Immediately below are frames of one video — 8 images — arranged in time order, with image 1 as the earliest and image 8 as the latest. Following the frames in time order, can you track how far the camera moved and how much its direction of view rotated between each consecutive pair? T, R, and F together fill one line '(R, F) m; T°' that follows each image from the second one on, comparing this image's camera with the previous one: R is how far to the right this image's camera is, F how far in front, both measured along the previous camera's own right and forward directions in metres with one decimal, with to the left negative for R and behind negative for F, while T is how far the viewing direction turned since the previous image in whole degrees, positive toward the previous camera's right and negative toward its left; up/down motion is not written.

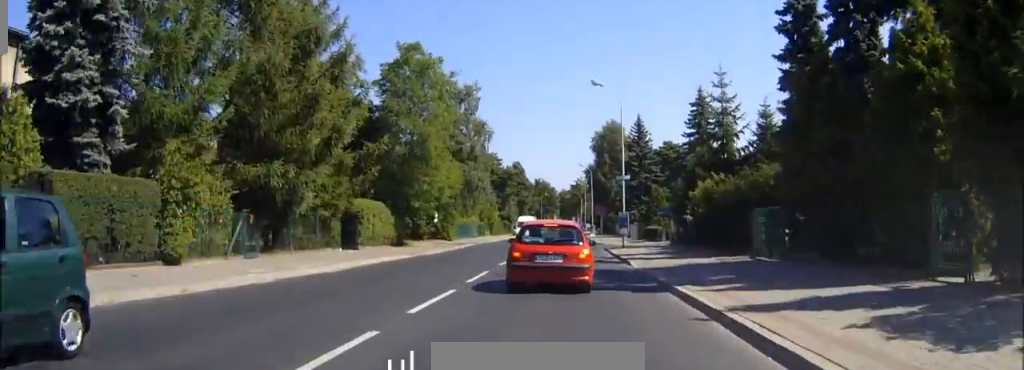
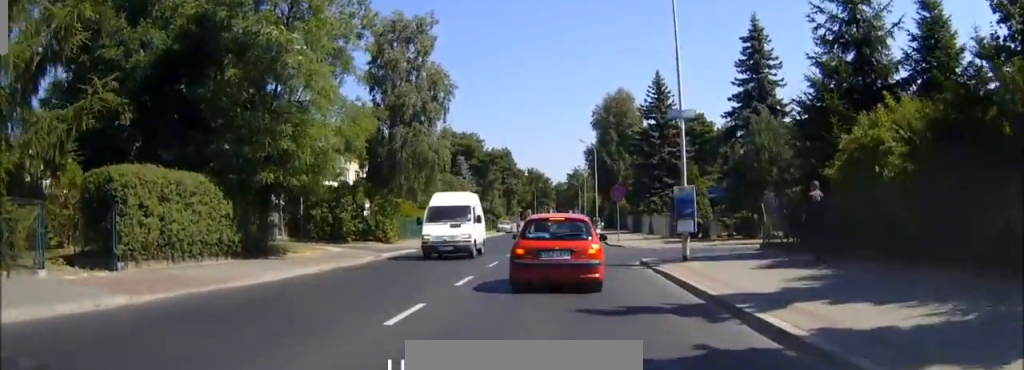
(+0.1, +21.7) m; 0°
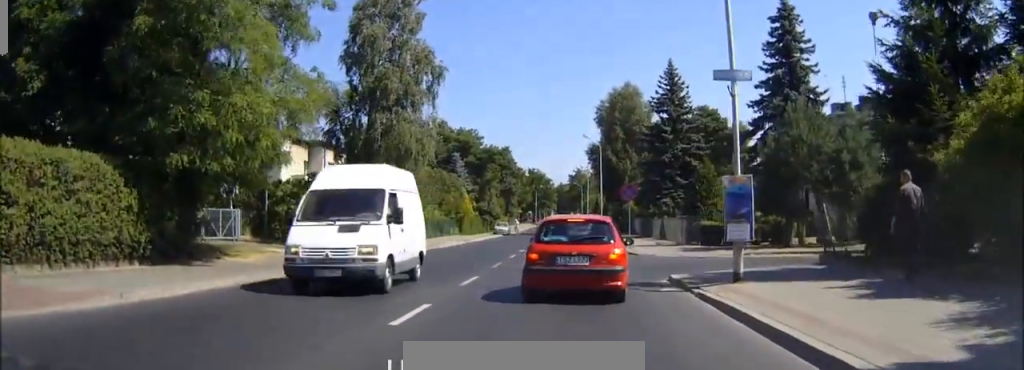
(0.0, +6.0) m; 0°
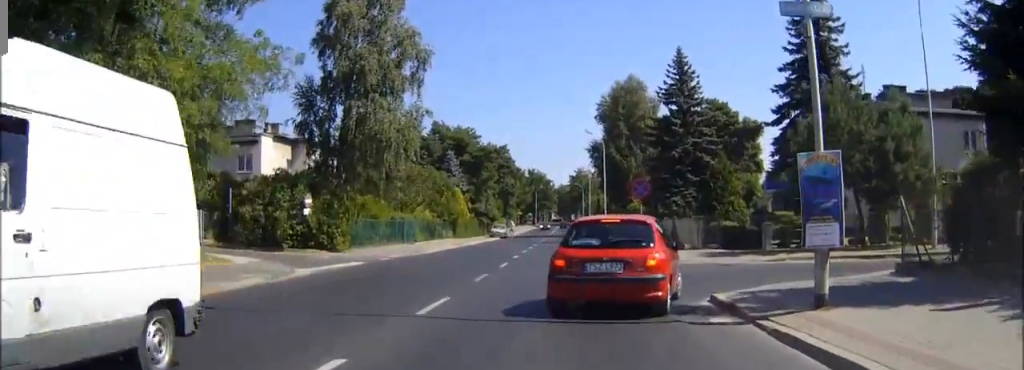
(0.0, +4.9) m; 0°
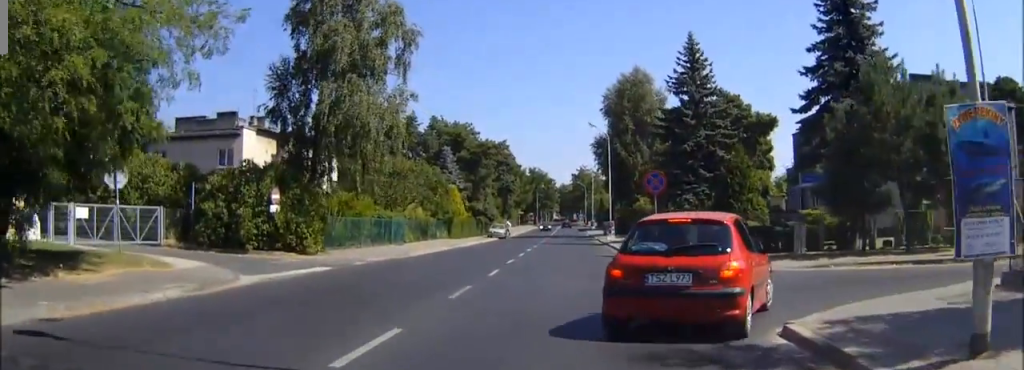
(0.0, +4.2) m; -1°
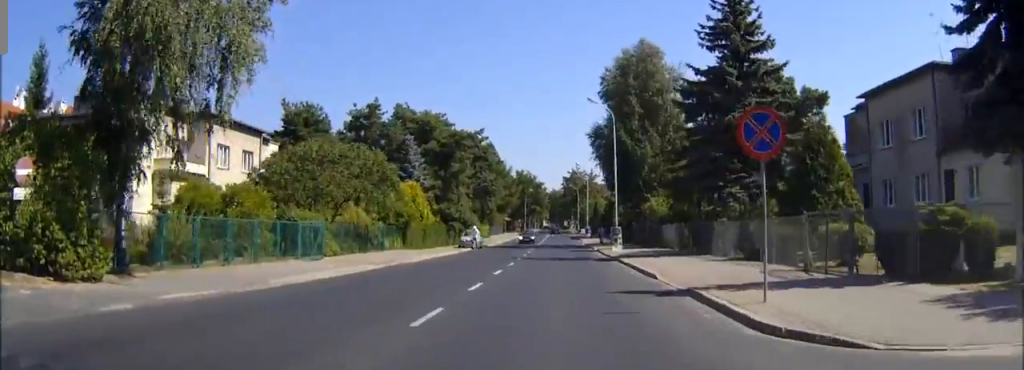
(-0.1, +14.4) m; 0°
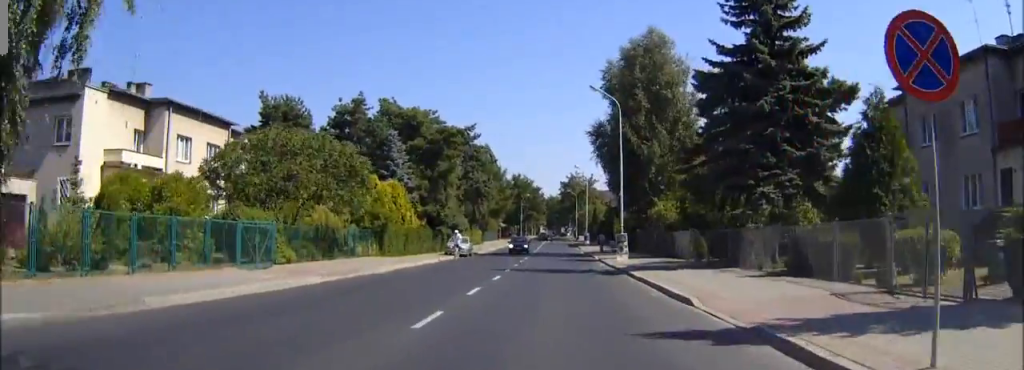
(0.0, +5.1) m; +1°
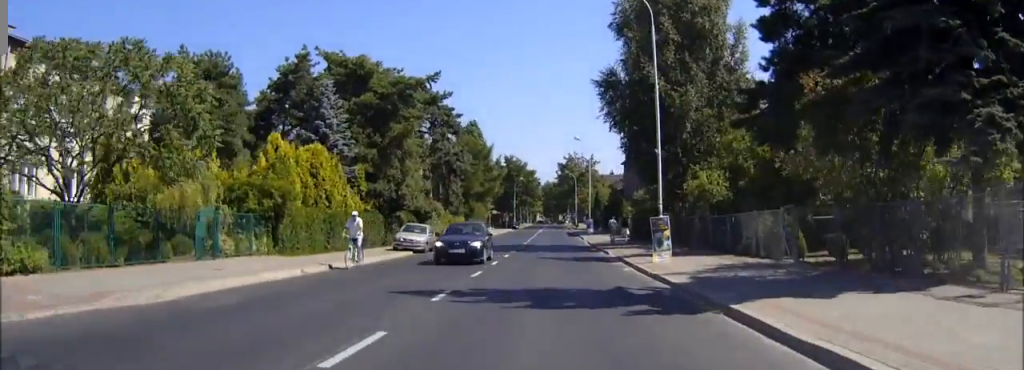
(0.0, +15.2) m; 0°
